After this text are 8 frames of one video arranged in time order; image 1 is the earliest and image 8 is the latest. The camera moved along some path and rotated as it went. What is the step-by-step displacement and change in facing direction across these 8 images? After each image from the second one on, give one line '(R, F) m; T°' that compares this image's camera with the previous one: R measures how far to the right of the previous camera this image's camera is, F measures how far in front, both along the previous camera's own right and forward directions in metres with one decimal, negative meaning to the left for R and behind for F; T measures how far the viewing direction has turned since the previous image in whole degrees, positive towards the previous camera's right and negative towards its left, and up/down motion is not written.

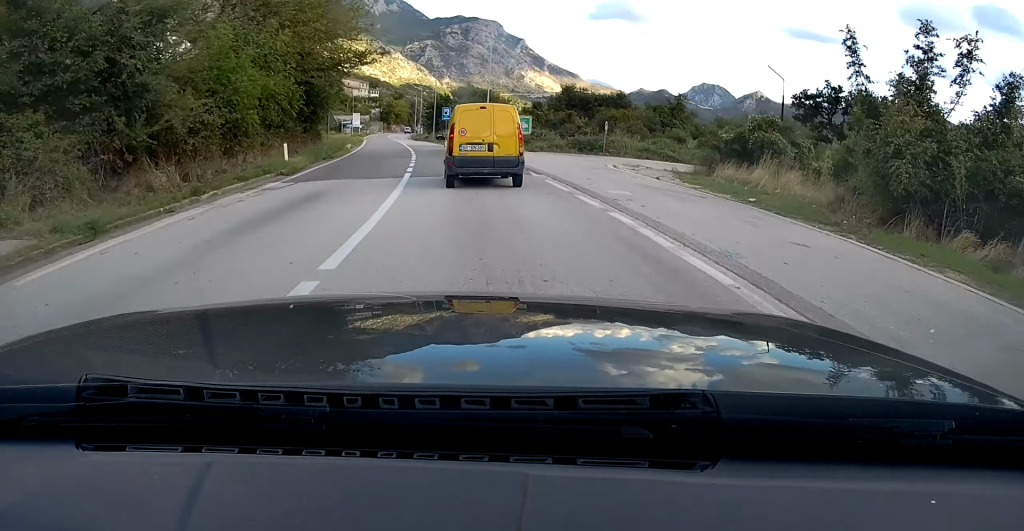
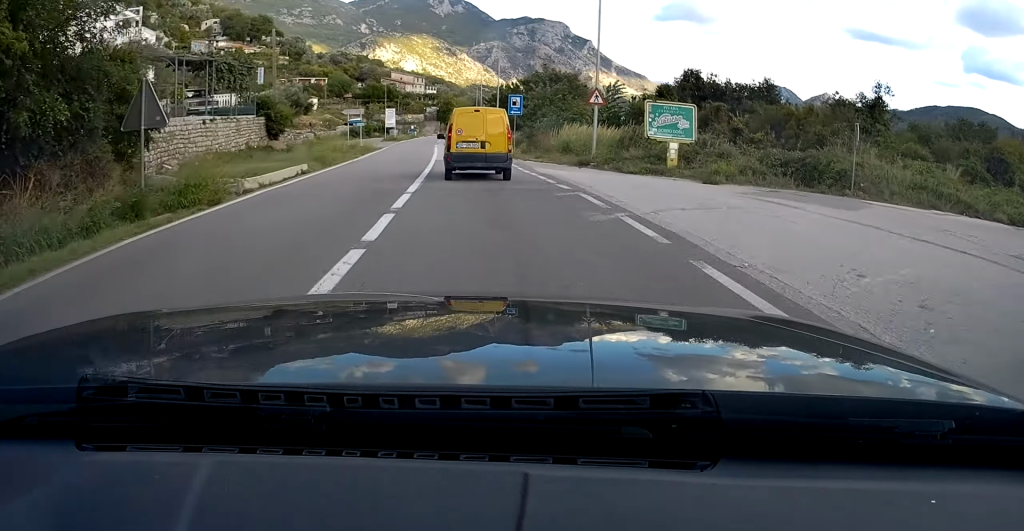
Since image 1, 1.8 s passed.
(-1.6, +28.0) m; -5°
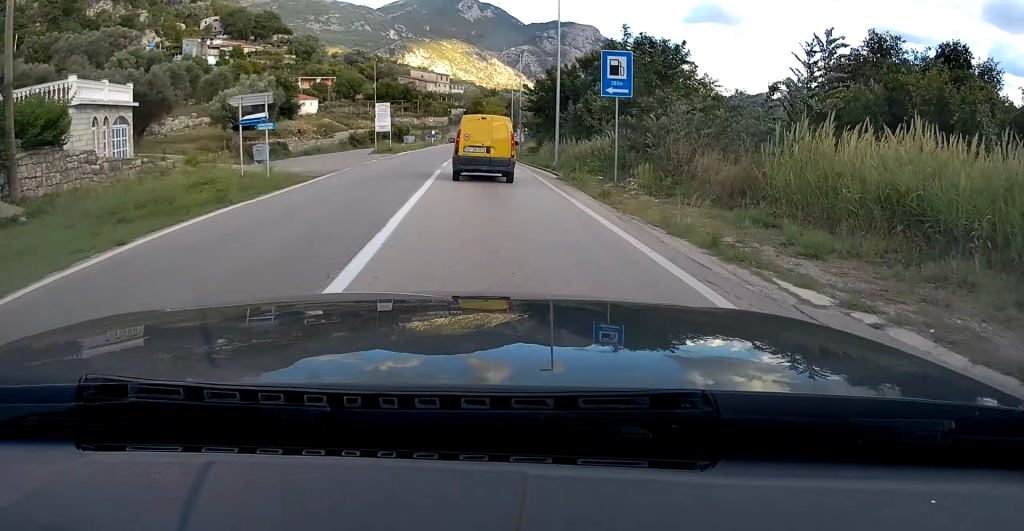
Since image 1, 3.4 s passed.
(-0.5, +25.7) m; -2°
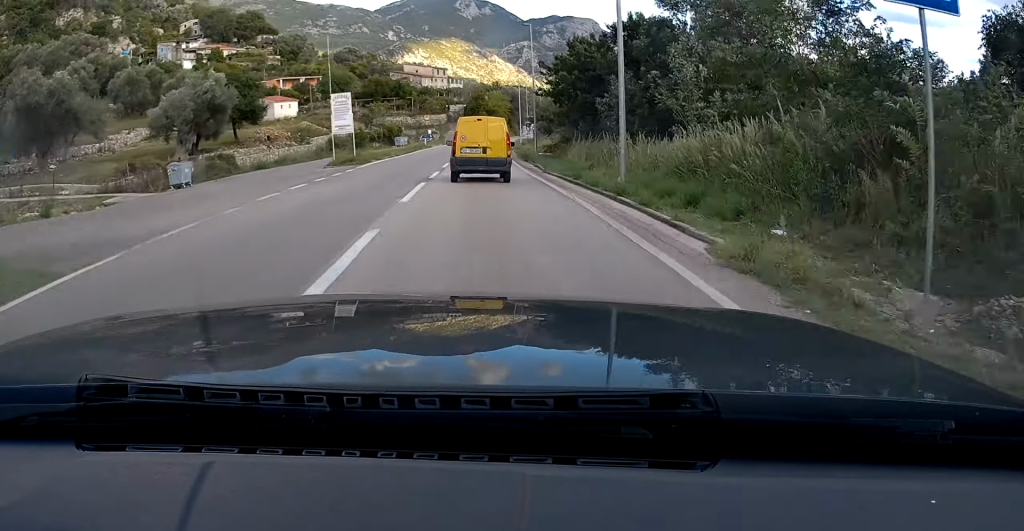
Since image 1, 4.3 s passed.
(-0.1, +14.2) m; 0°
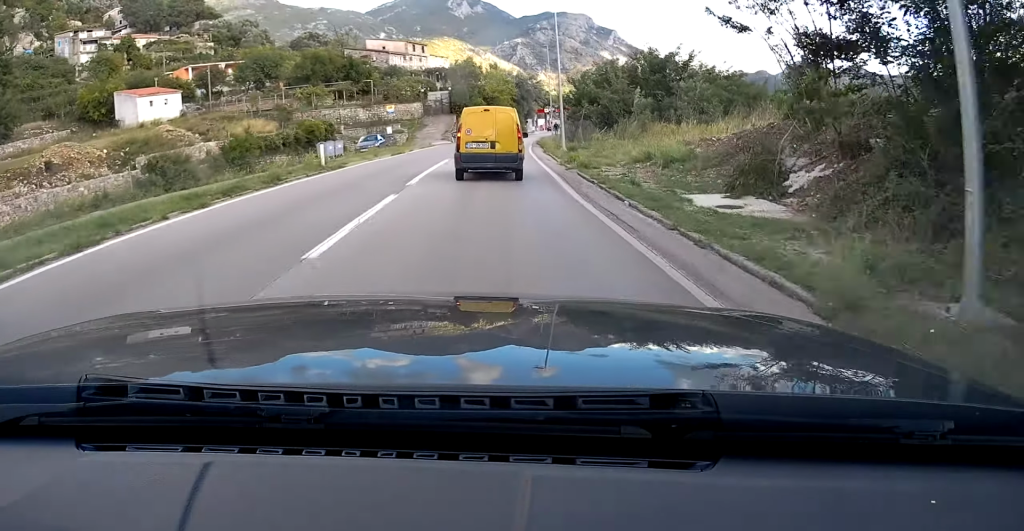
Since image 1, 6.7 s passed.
(+0.1, +39.0) m; +1°
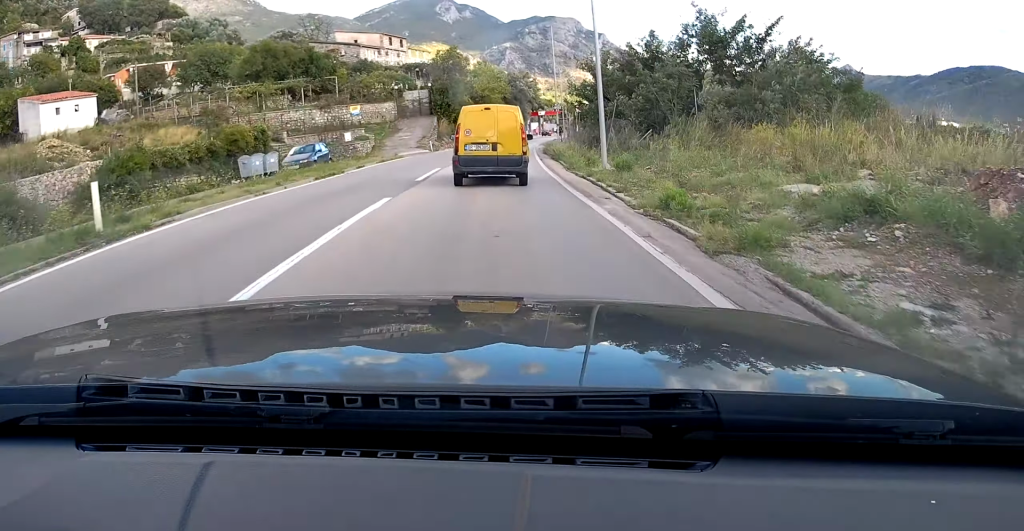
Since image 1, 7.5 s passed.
(0.0, +13.6) m; +1°
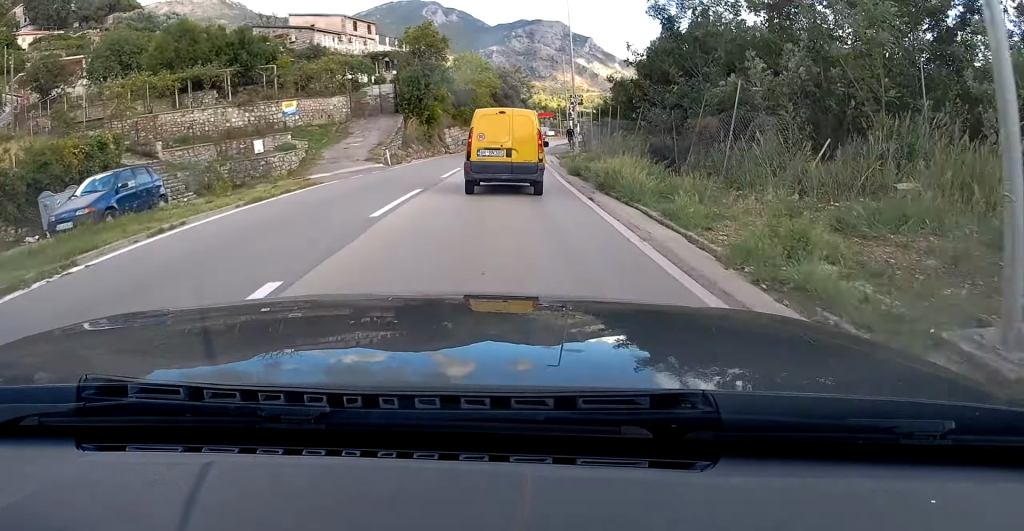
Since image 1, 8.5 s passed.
(+0.3, +16.4) m; +2°
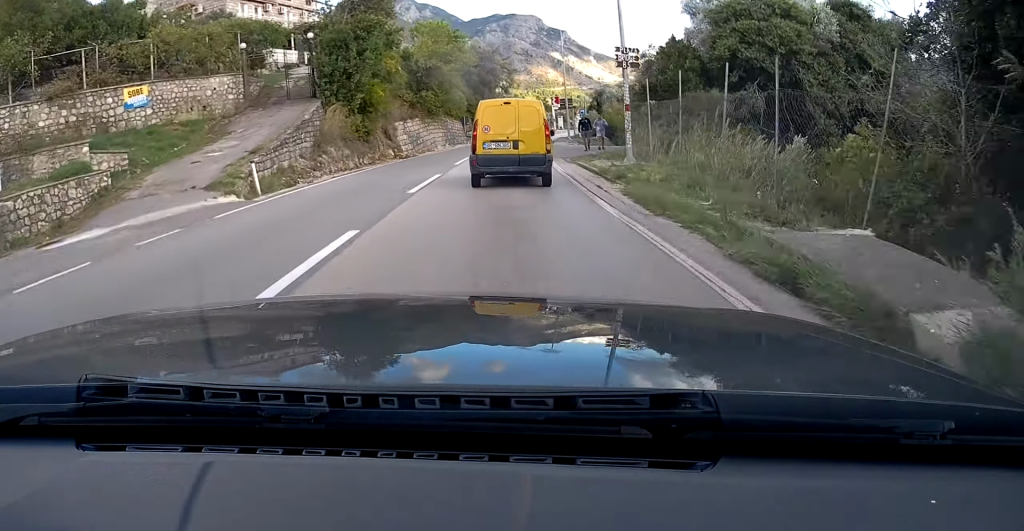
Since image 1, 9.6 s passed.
(-0.1, +17.2) m; +2°
